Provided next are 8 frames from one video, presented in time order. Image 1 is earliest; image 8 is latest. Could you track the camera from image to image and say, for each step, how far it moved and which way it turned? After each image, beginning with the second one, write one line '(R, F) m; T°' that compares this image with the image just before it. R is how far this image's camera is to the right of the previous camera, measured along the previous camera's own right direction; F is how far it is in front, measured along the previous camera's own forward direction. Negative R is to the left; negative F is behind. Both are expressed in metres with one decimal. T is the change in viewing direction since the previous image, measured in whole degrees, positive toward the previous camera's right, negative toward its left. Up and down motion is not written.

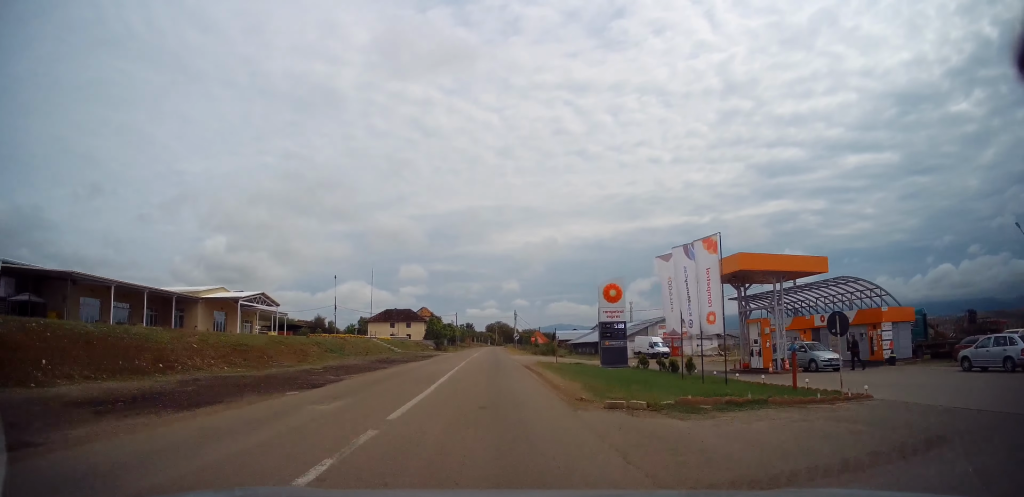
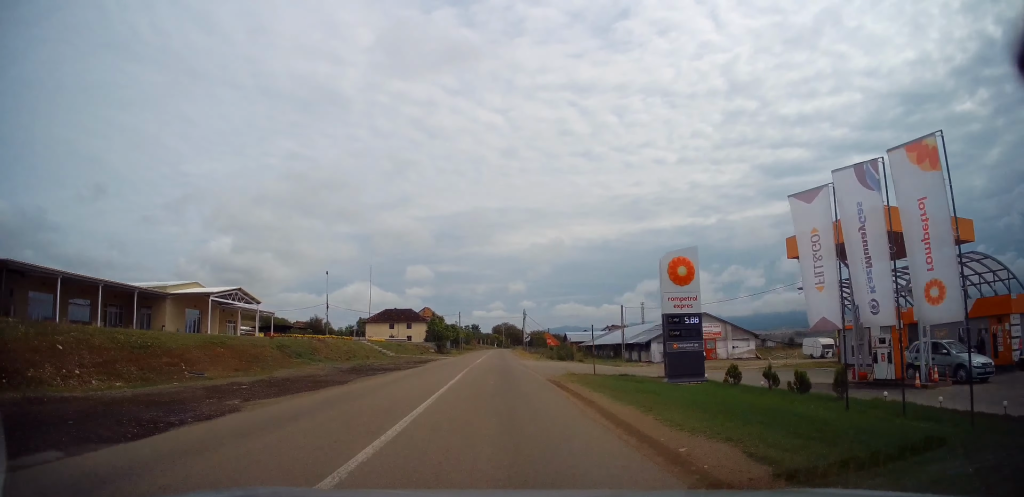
(+0.1, +8.7) m; +1°
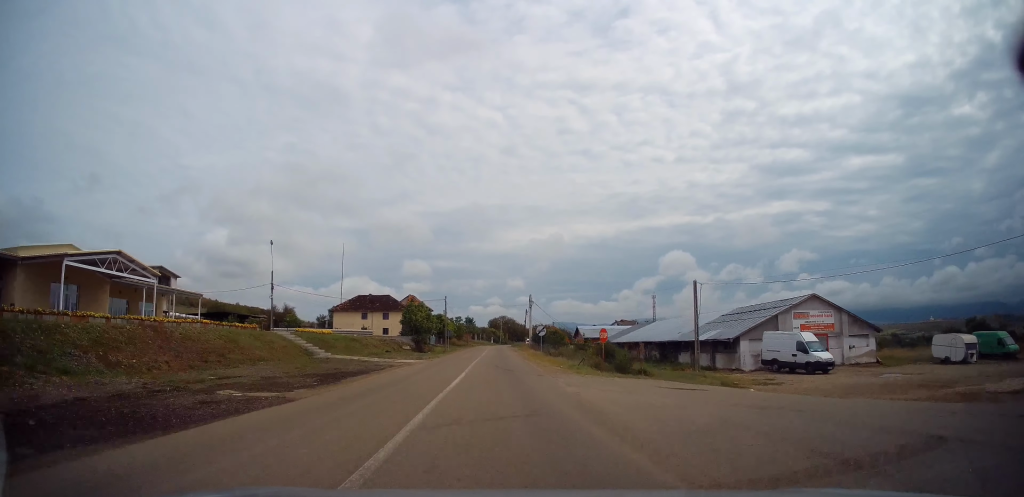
(-0.3, +22.3) m; -2°
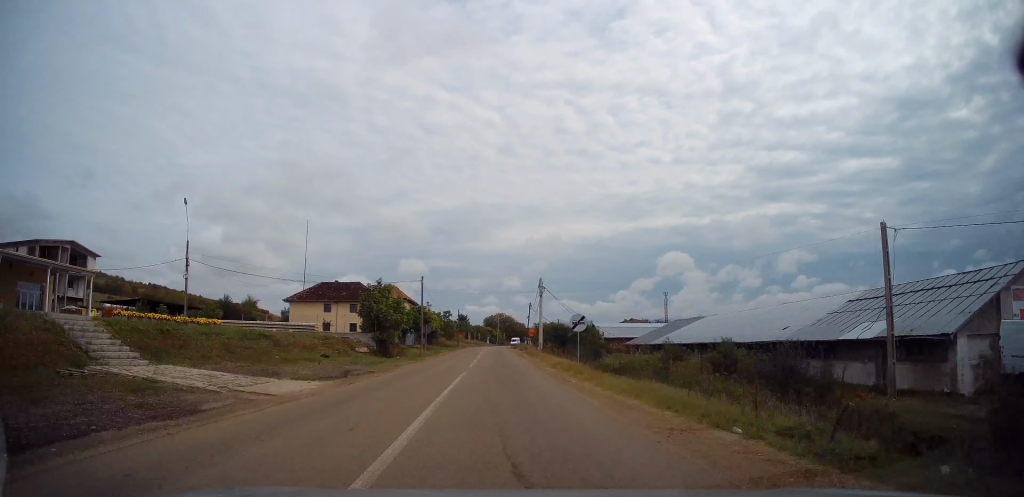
(-0.2, +20.0) m; +1°
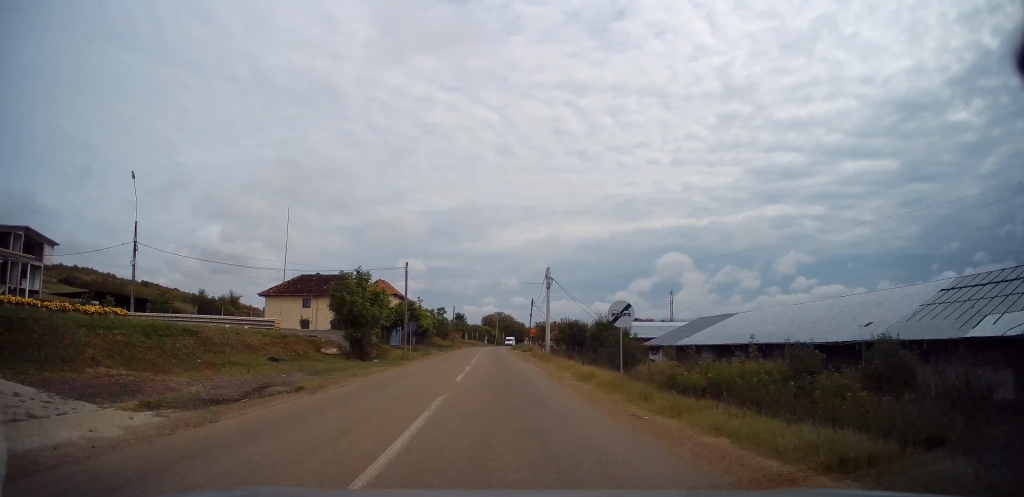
(+0.1, +8.3) m; +1°
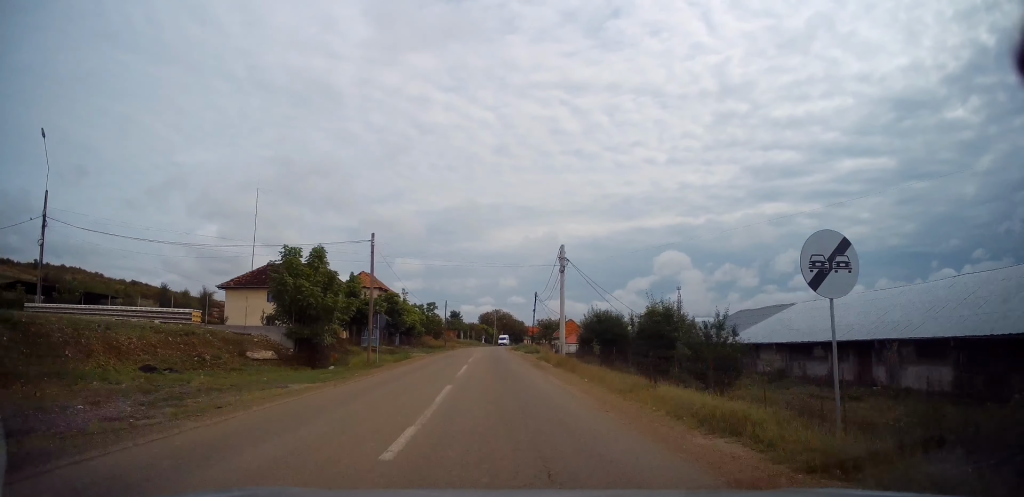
(+0.1, +10.5) m; +1°
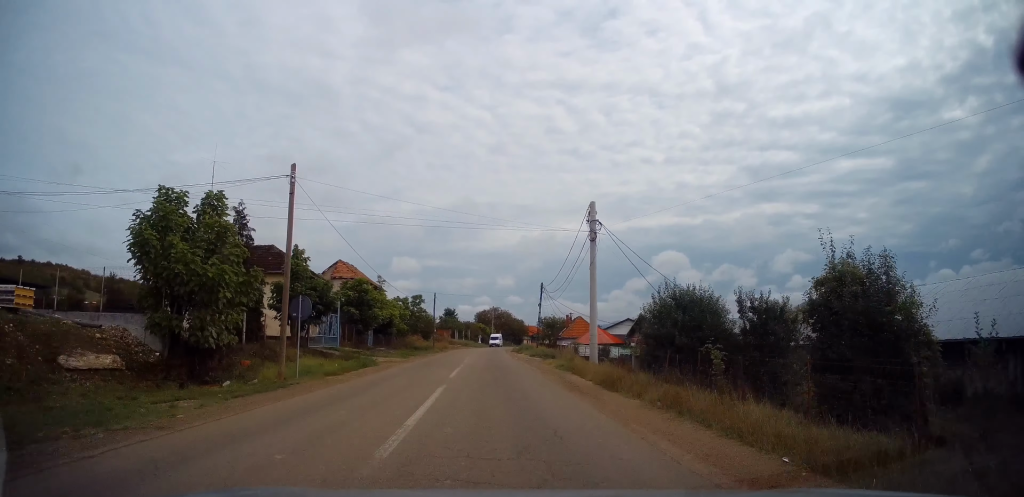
(+0.1, +11.7) m; 0°
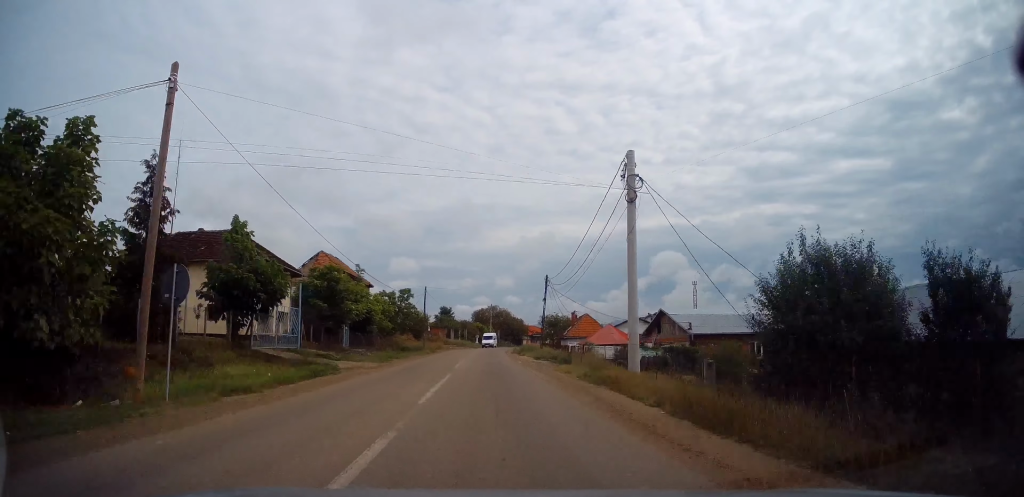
(0.0, +7.3) m; 0°
